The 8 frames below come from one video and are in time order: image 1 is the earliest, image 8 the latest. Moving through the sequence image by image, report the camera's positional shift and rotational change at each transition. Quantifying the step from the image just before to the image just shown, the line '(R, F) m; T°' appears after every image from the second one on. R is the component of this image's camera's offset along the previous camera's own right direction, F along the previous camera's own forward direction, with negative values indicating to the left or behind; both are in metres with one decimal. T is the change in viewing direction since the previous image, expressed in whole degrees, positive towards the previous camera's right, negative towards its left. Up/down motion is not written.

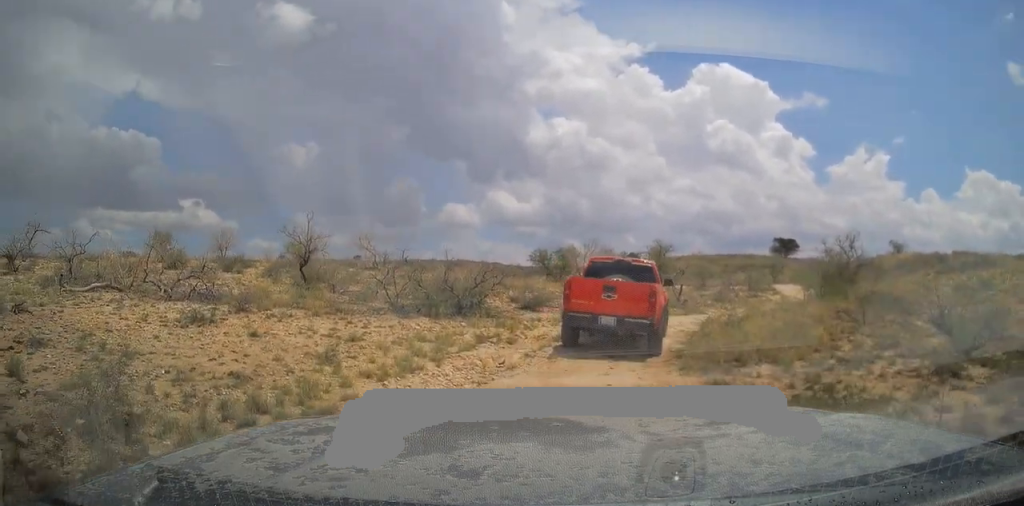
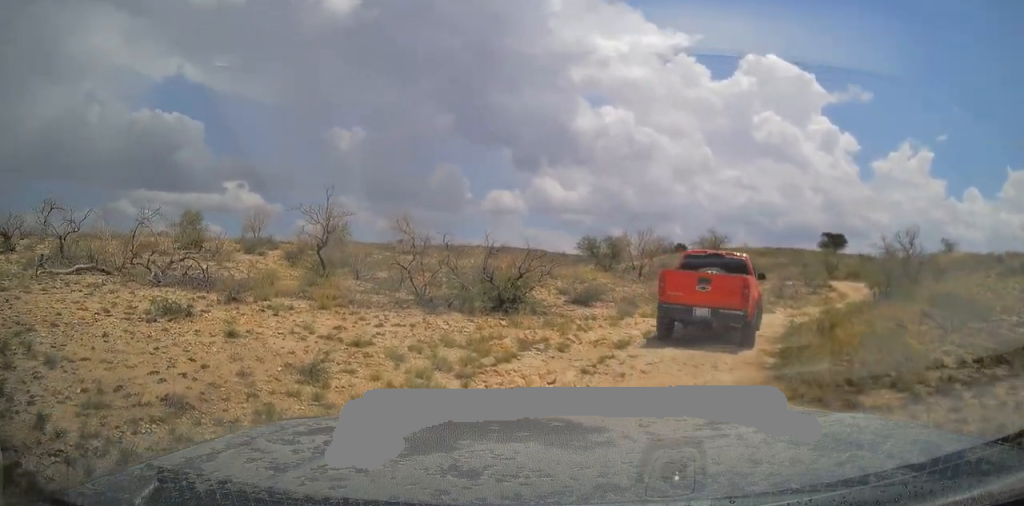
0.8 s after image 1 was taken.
(-0.2, +2.8) m; -5°
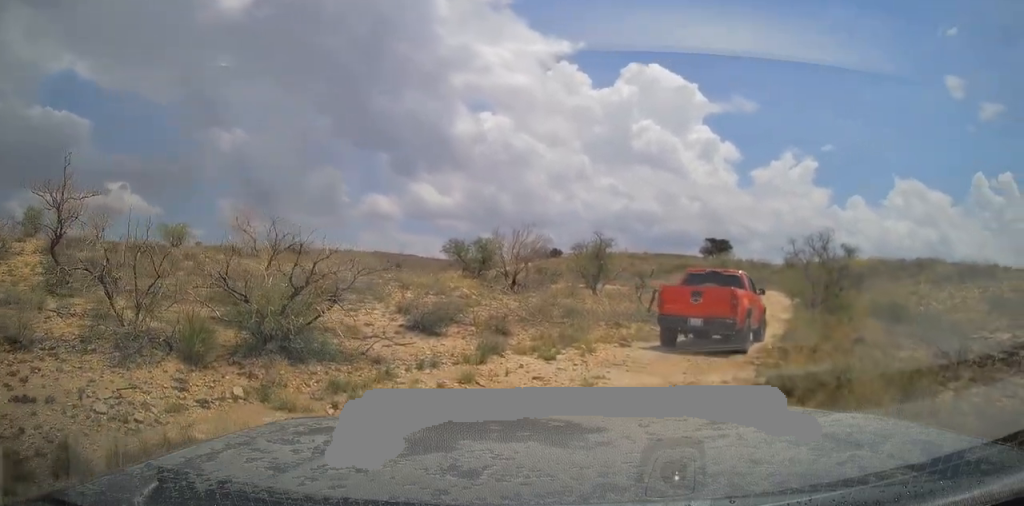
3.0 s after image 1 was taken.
(+0.5, +6.1) m; +15°
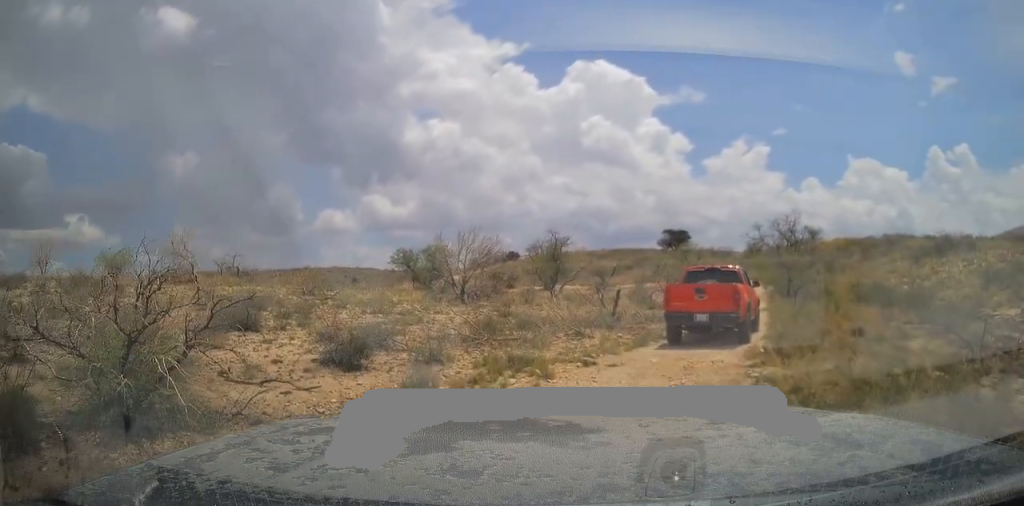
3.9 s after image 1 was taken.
(+0.1, +2.2) m; +1°
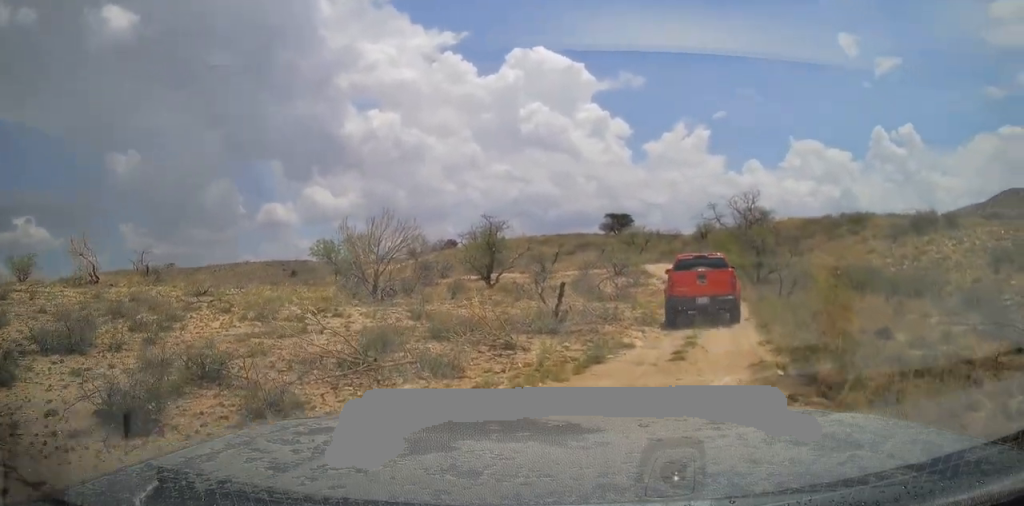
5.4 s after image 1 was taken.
(0.0, +4.2) m; +3°
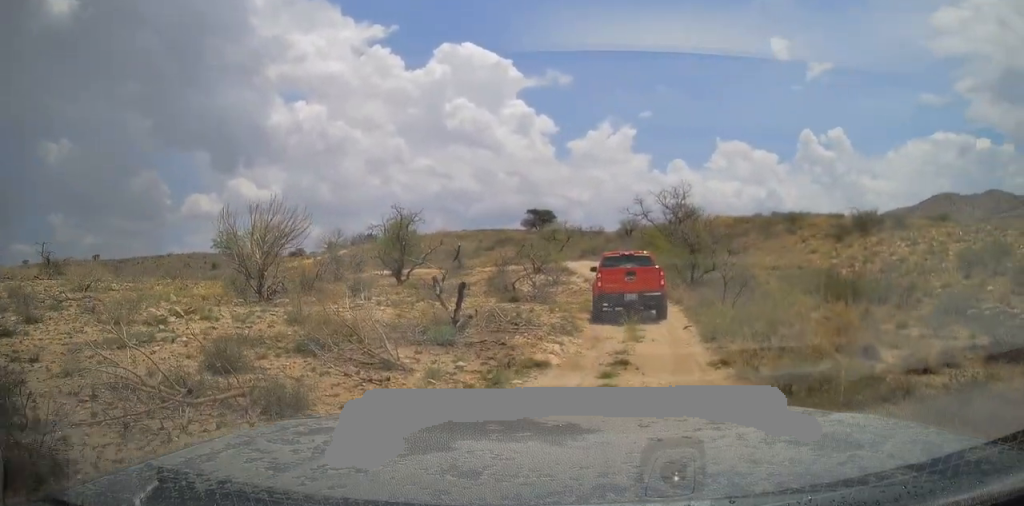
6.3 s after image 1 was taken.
(0.0, +2.4) m; +5°
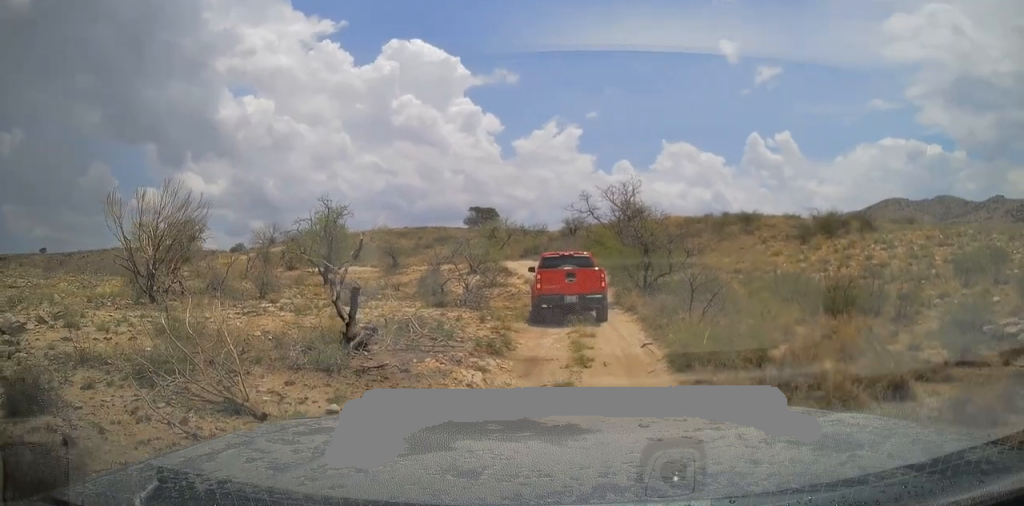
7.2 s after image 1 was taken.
(+0.2, +2.7) m; +5°
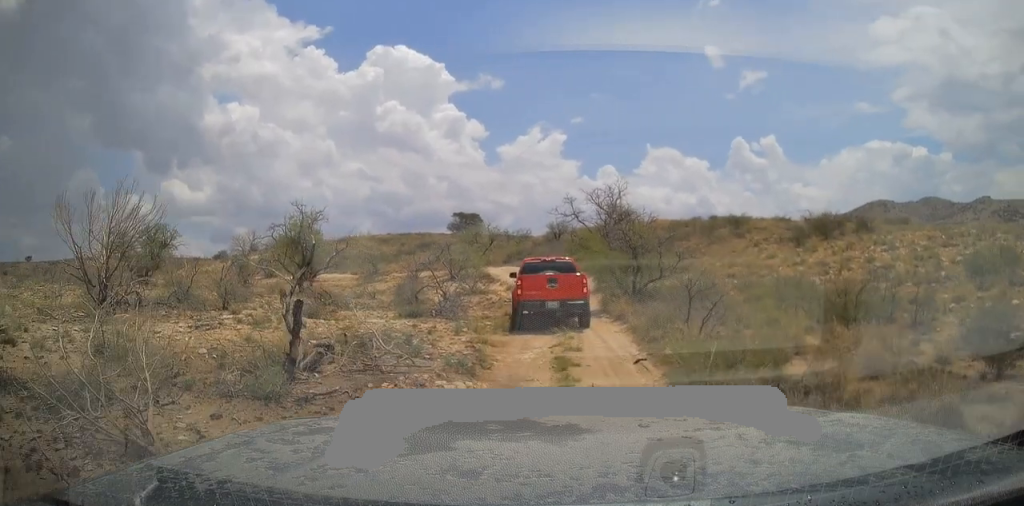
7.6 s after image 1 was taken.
(0.0, +1.4) m; +2°
